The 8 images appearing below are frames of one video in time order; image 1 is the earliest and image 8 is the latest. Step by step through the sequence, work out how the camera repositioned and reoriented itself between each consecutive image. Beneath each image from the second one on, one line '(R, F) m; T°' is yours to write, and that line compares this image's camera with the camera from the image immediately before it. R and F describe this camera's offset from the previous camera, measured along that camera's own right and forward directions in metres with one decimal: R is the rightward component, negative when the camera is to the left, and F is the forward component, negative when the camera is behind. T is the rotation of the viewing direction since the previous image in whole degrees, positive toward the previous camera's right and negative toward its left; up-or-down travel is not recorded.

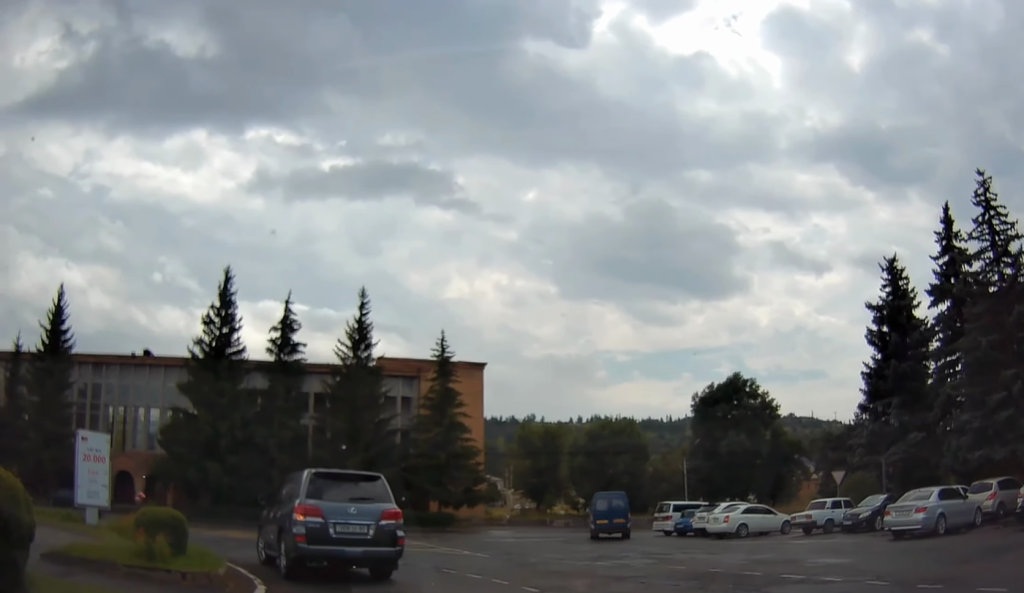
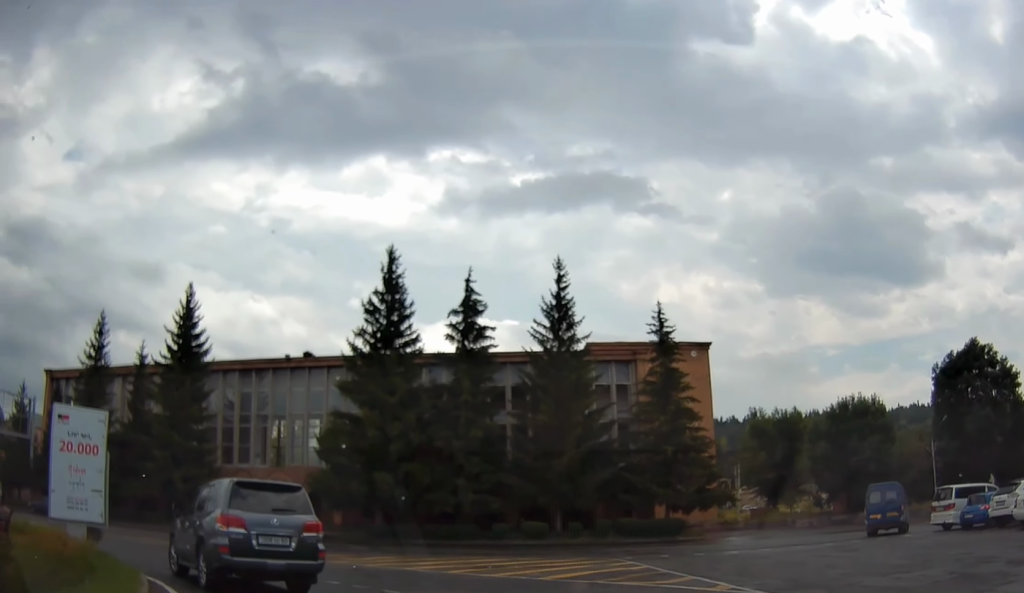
(-0.1, +8.1) m; -10°
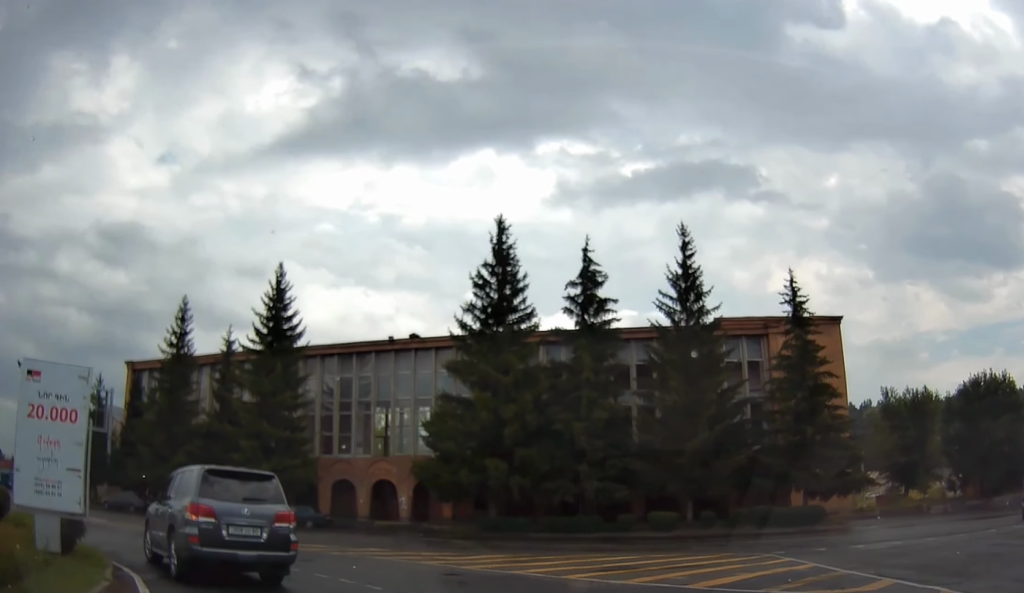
(0.0, +3.6) m; -10°
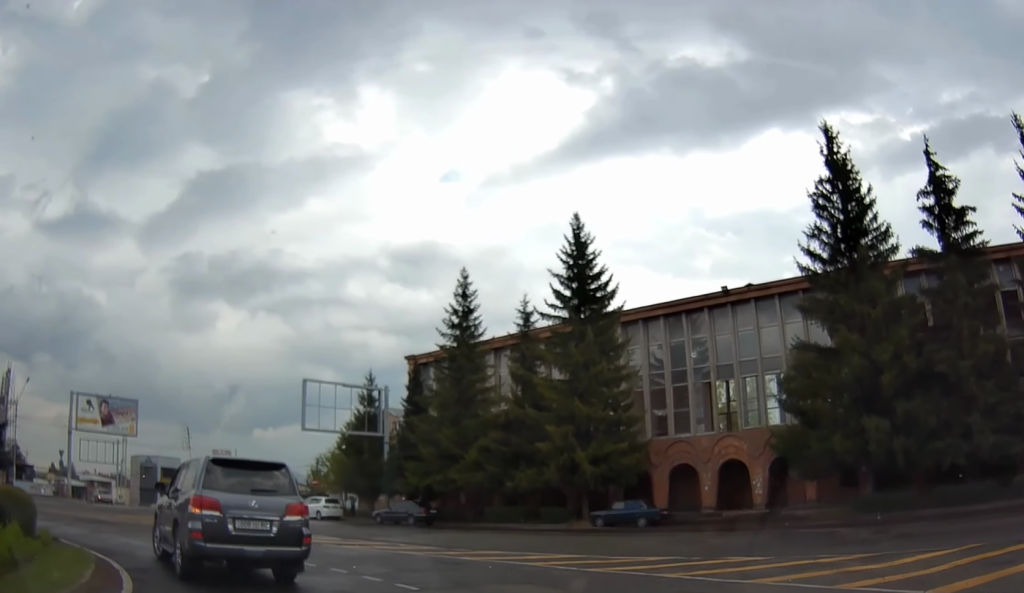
(-1.8, +8.1) m; -21°
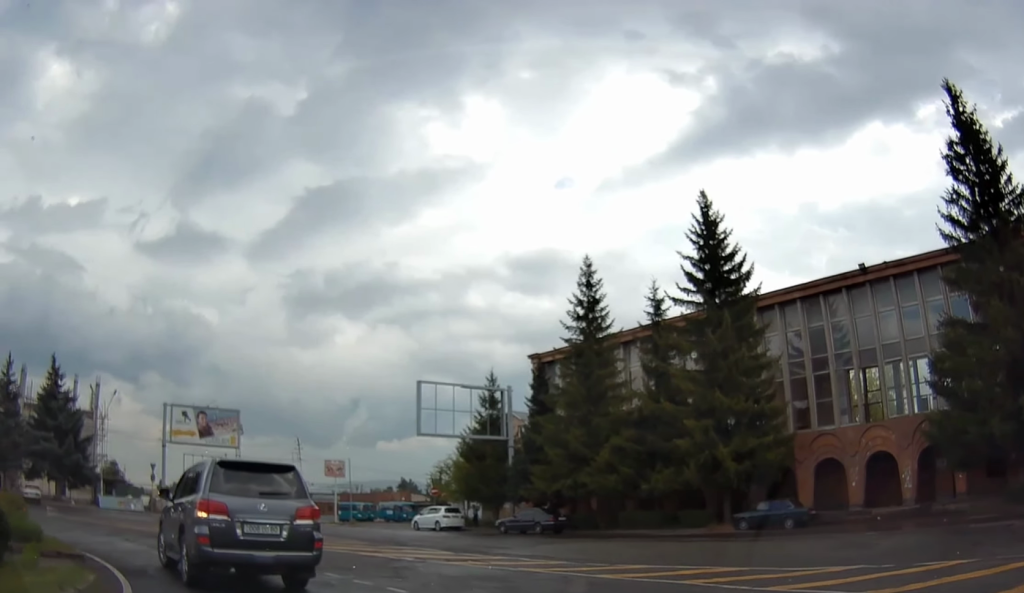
(-0.1, +3.2) m; -7°
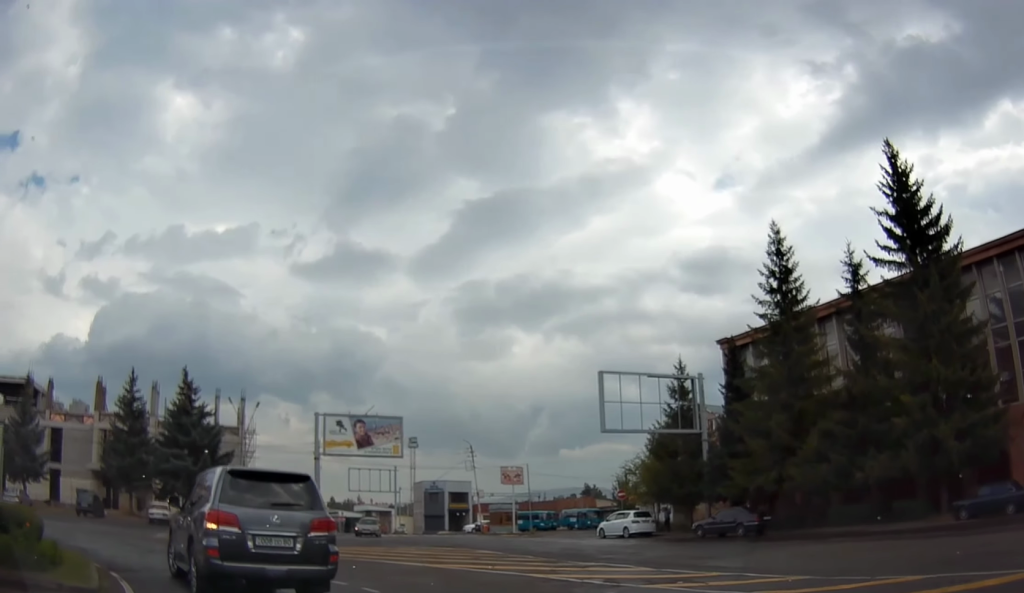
(-0.5, +4.6) m; -12°
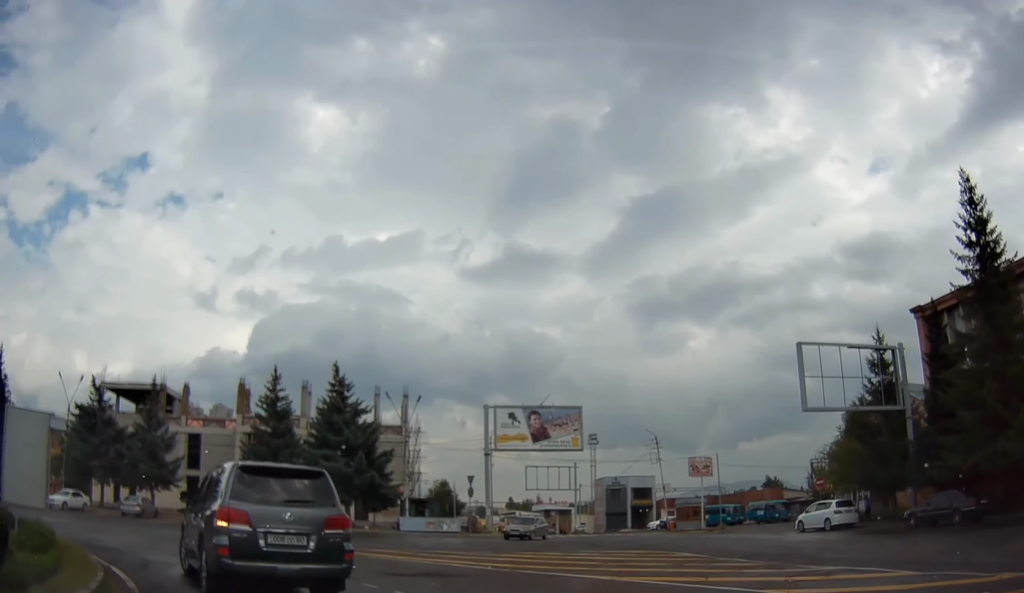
(-0.4, +4.5) m; -14°
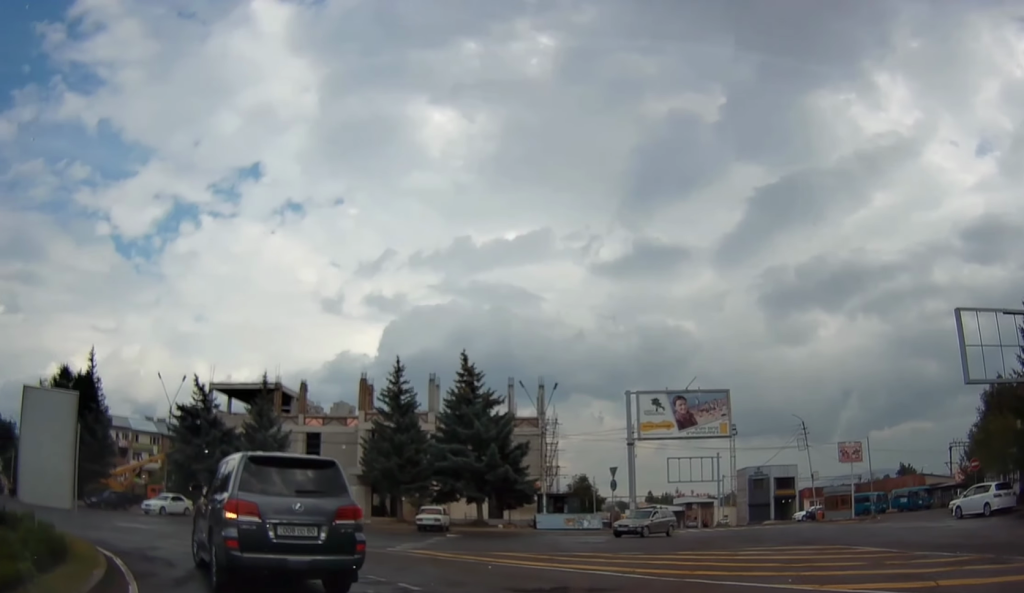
(-0.4, +3.6) m; -12°
